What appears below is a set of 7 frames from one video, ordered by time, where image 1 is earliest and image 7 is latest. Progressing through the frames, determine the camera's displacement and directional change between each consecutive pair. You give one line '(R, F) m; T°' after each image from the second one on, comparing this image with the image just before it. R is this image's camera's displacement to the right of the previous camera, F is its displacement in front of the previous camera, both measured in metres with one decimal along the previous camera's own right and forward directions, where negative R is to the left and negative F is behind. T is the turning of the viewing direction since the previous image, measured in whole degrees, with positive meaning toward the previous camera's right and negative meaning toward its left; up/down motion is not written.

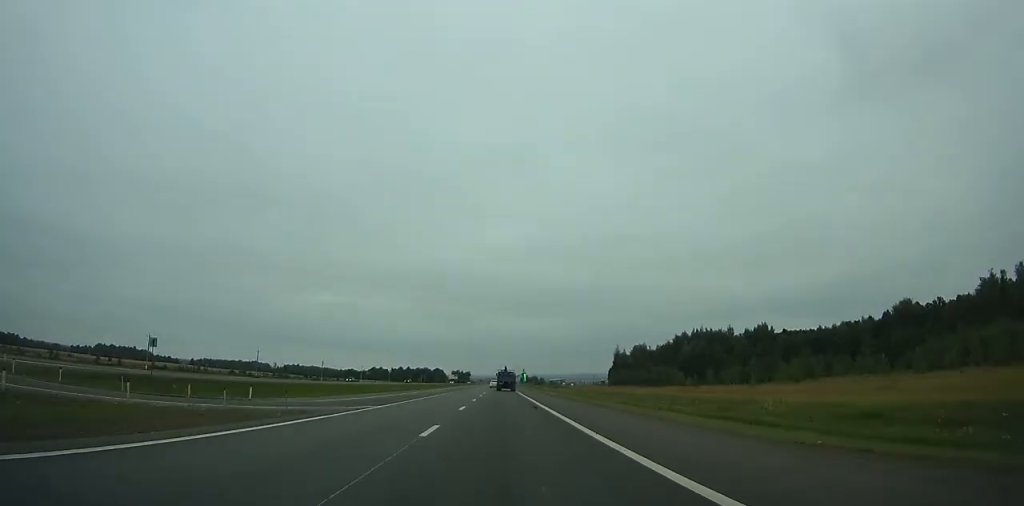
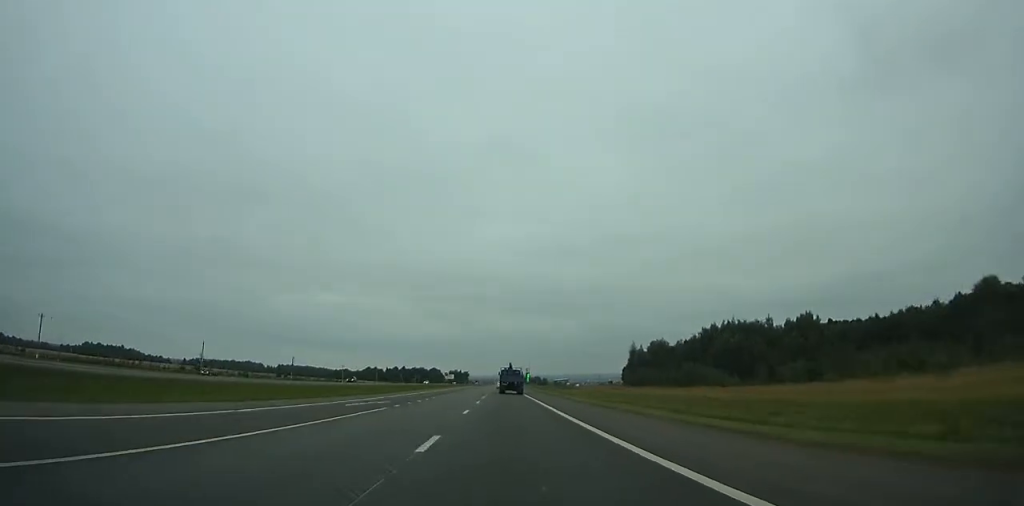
(0.0, +38.4) m; 0°
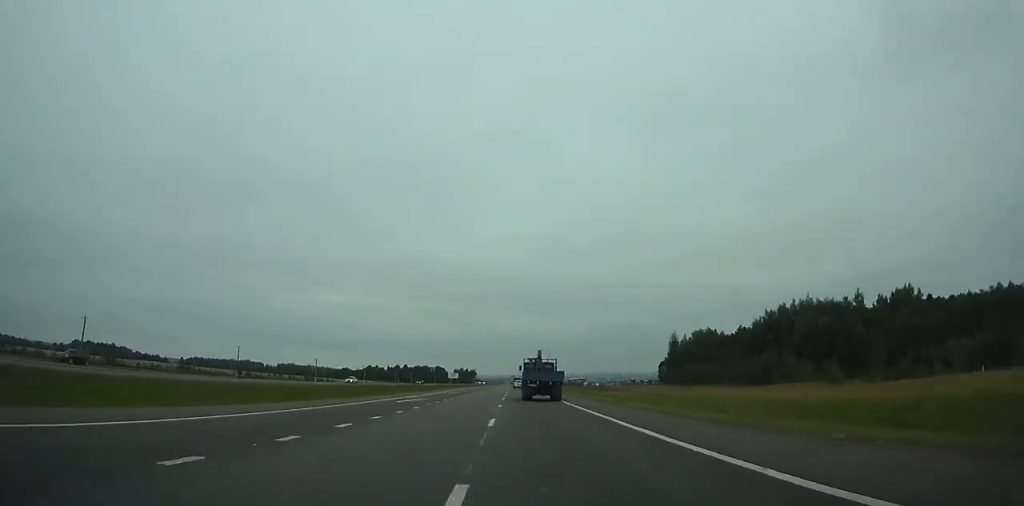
(0.0, +53.3) m; 0°
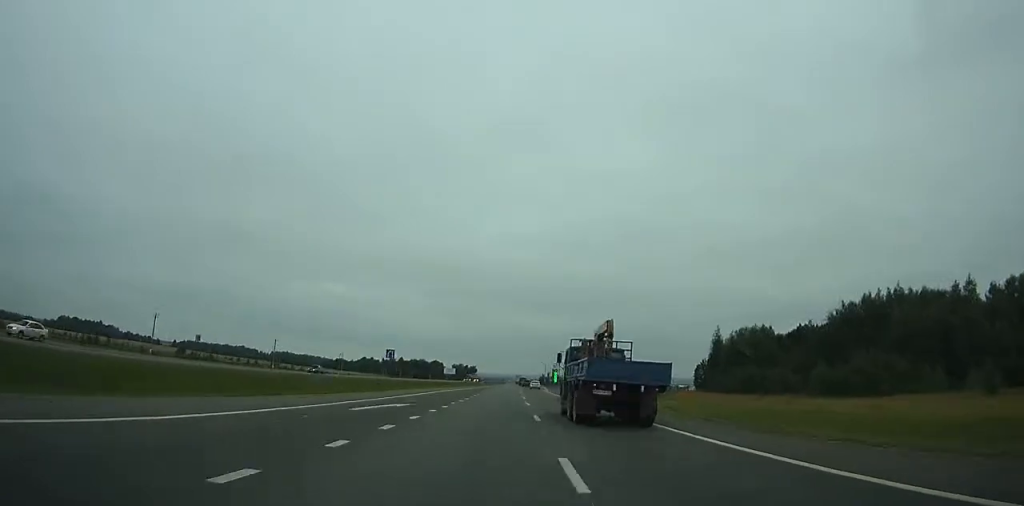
(-0.4, +44.5) m; 0°
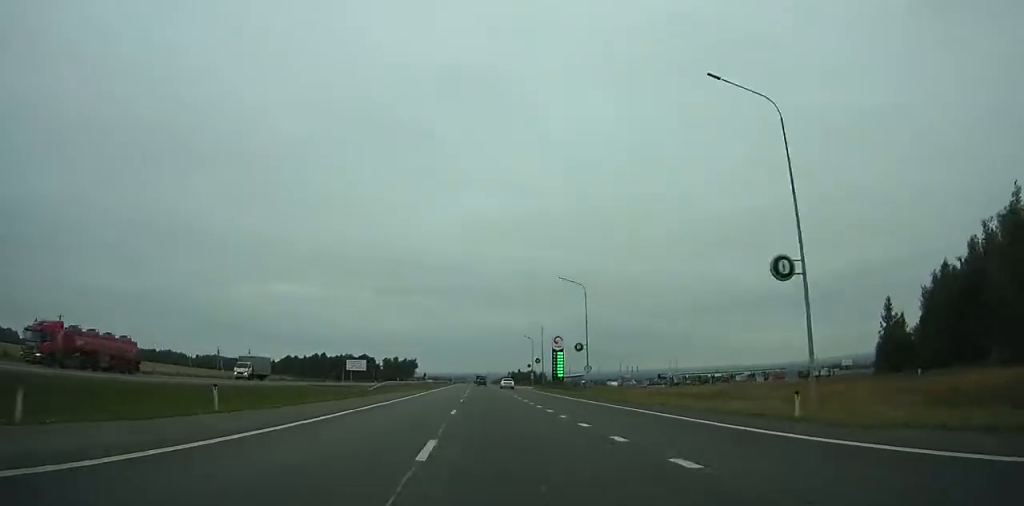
(+2.4, +138.8) m; +2°
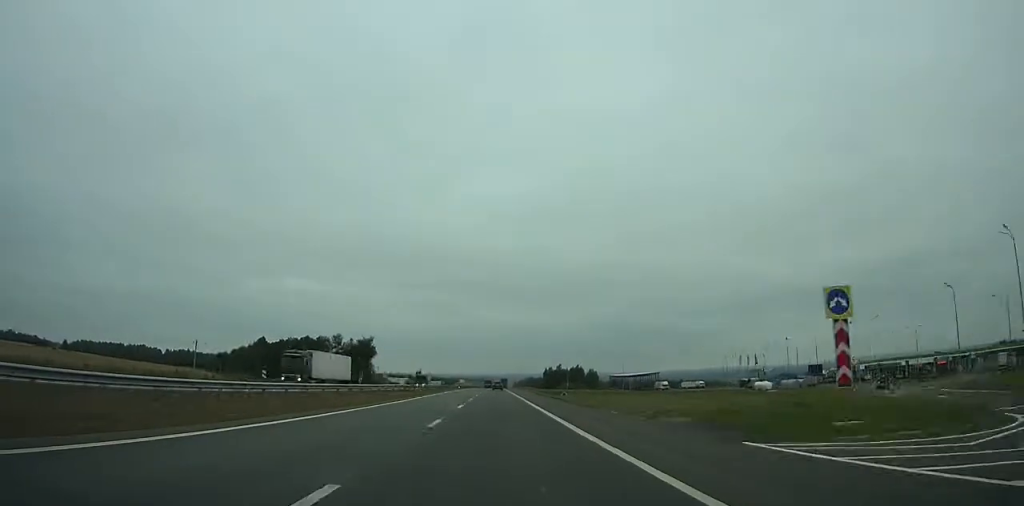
(-0.5, +149.3) m; -1°
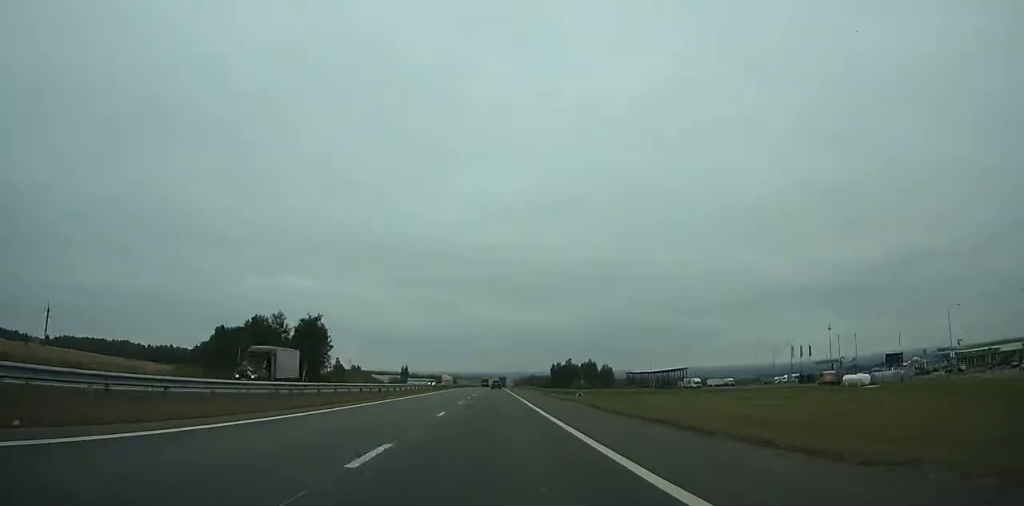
(-0.2, +44.3) m; 0°
